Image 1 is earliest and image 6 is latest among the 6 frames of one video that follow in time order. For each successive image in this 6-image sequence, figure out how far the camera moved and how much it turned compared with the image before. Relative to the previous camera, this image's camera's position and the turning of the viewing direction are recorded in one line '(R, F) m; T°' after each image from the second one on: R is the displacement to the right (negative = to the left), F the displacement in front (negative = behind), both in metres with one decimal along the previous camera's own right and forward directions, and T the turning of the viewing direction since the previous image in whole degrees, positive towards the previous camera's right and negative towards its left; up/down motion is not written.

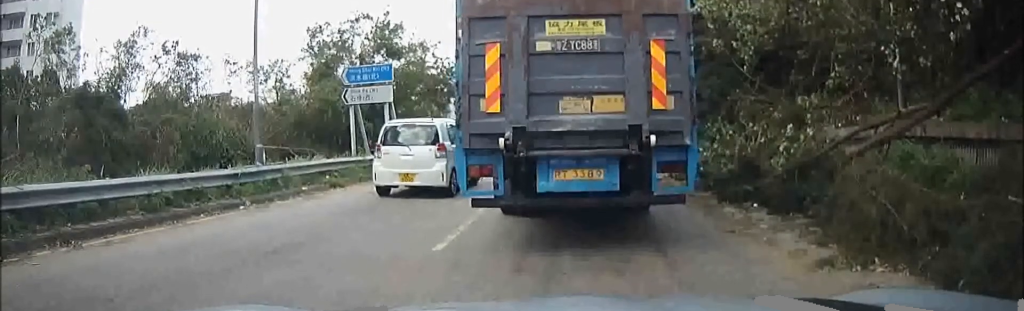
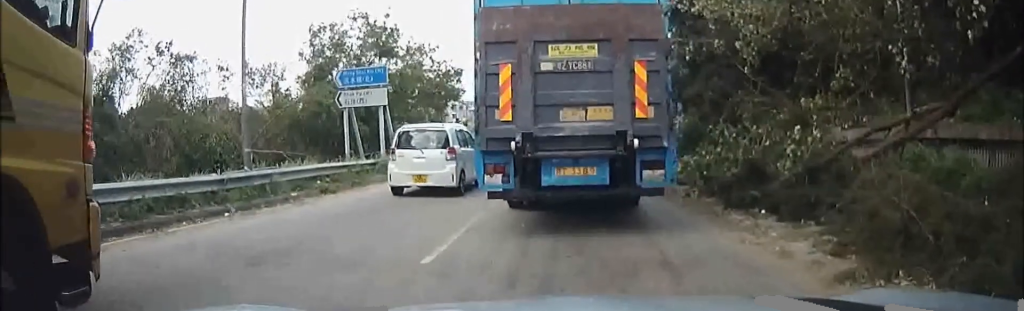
(0.0, +0.6) m; 0°
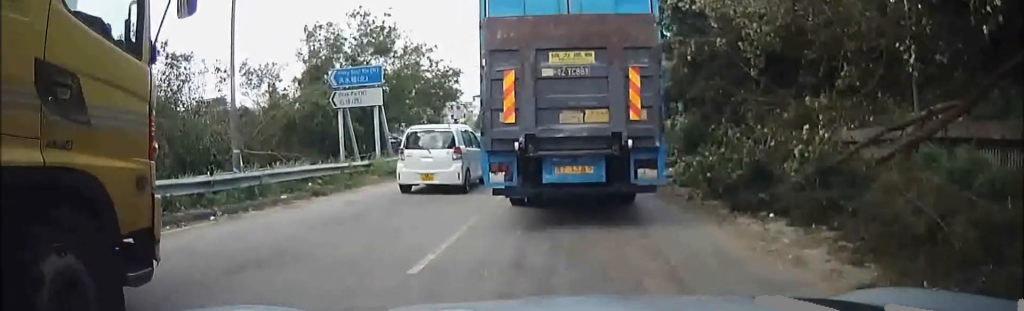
(0.0, +0.2) m; 0°
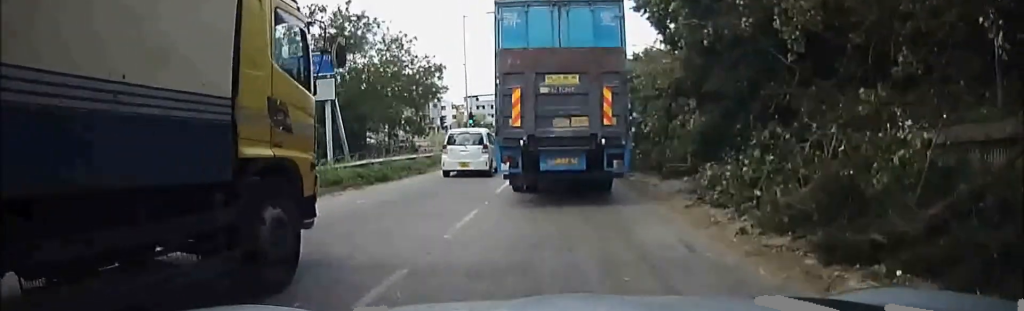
(0.0, +1.0) m; +2°
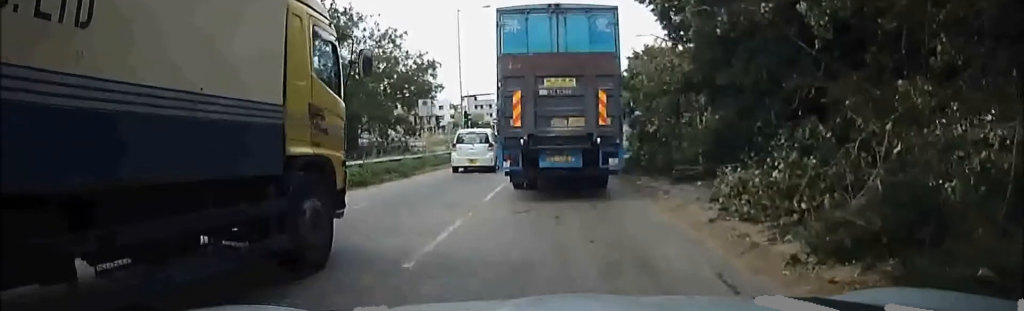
(0.0, +1.2) m; 0°
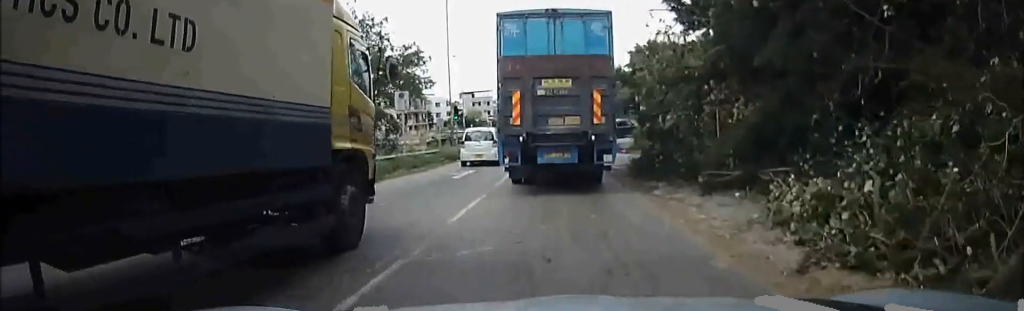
(0.0, +3.2) m; 0°
